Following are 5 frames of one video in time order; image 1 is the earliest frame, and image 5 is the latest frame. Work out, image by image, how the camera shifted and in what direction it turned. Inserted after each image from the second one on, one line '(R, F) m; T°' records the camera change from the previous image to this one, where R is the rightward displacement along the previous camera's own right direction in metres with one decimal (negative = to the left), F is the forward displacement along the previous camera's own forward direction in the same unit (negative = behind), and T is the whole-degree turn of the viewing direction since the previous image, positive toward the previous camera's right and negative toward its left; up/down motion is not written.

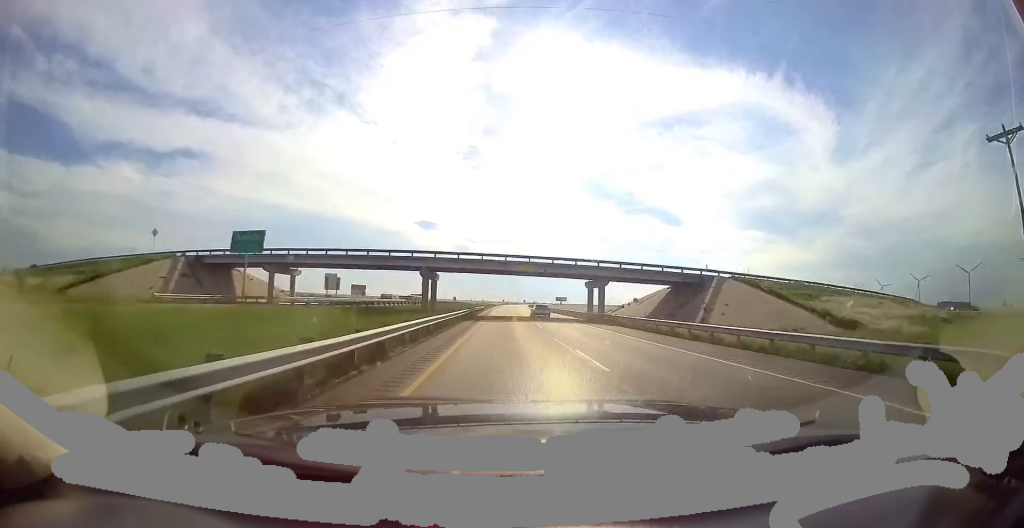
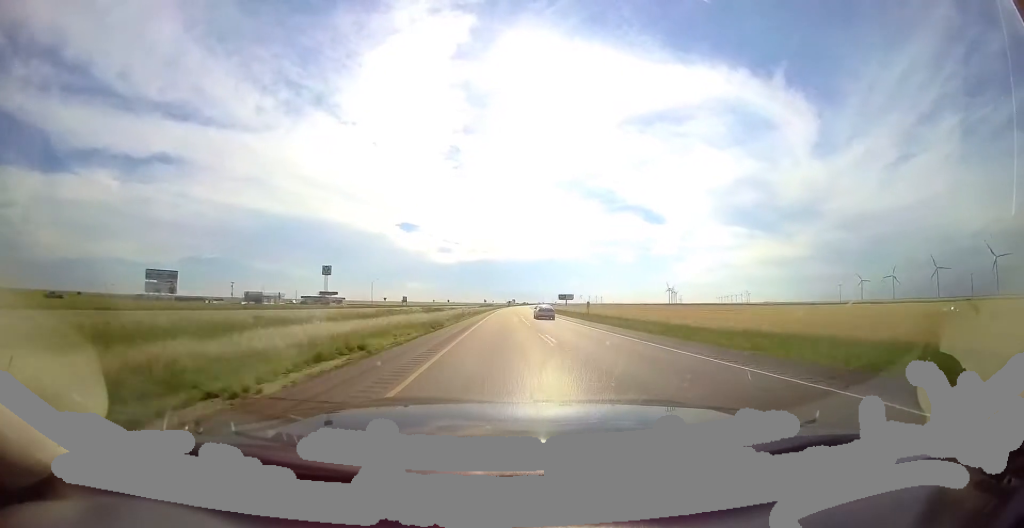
(+2.3, +130.1) m; +3°
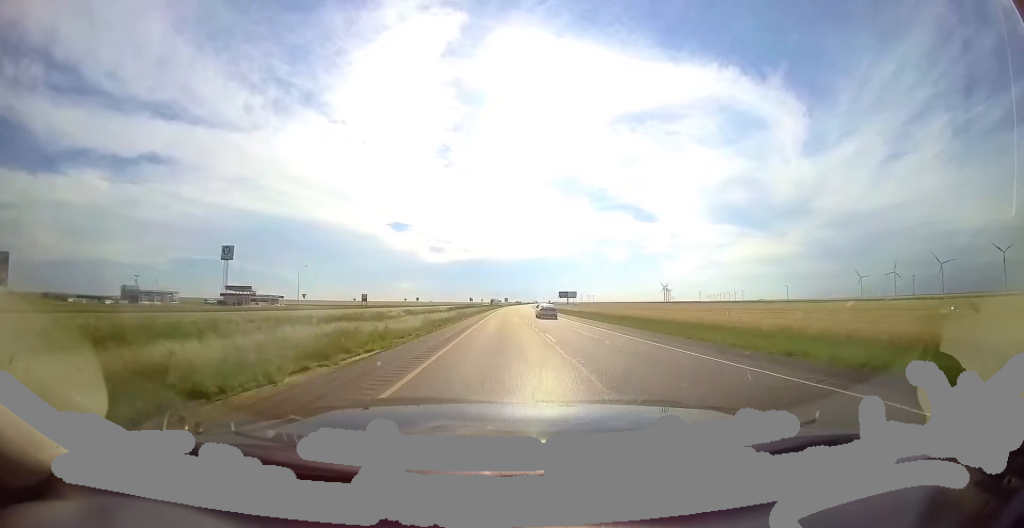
(+0.6, +50.6) m; +2°
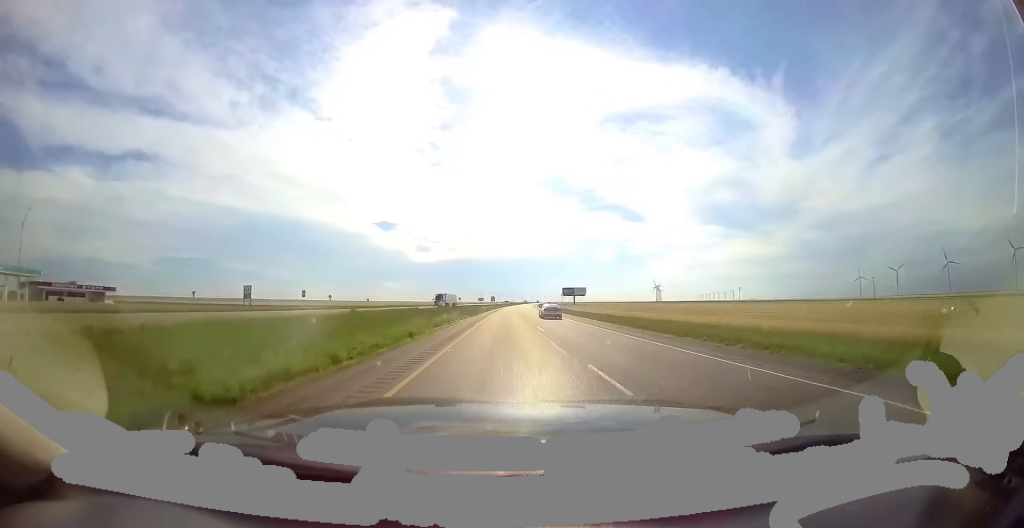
(+1.6, +69.9) m; +3°
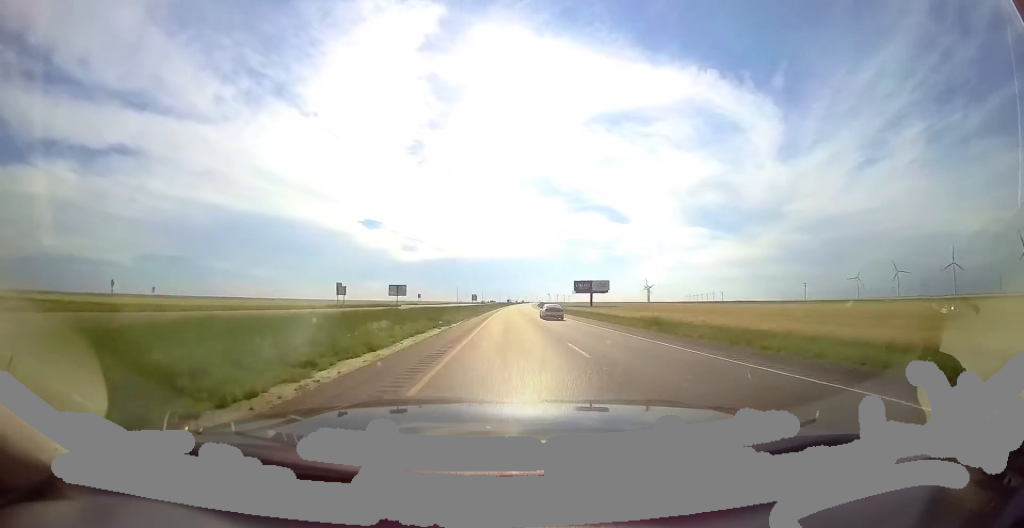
(+2.1, +69.8) m; +3°
